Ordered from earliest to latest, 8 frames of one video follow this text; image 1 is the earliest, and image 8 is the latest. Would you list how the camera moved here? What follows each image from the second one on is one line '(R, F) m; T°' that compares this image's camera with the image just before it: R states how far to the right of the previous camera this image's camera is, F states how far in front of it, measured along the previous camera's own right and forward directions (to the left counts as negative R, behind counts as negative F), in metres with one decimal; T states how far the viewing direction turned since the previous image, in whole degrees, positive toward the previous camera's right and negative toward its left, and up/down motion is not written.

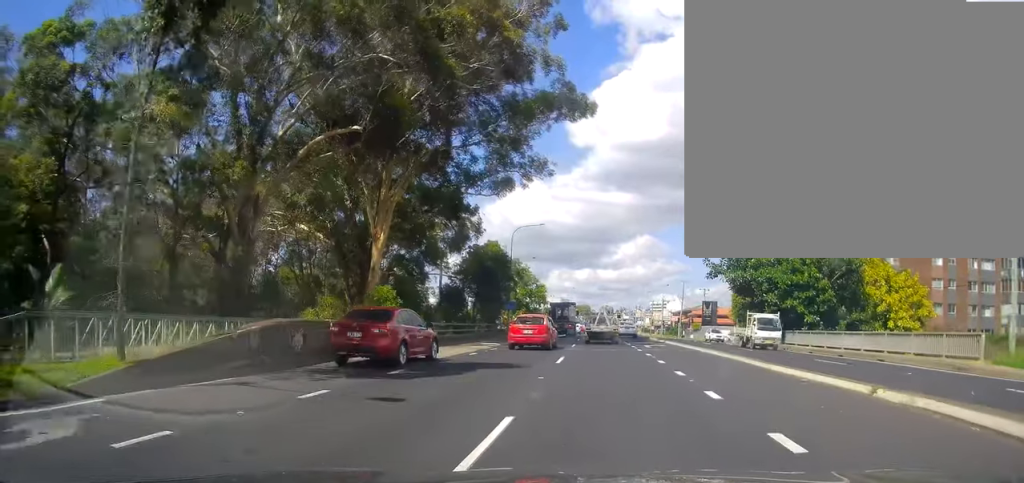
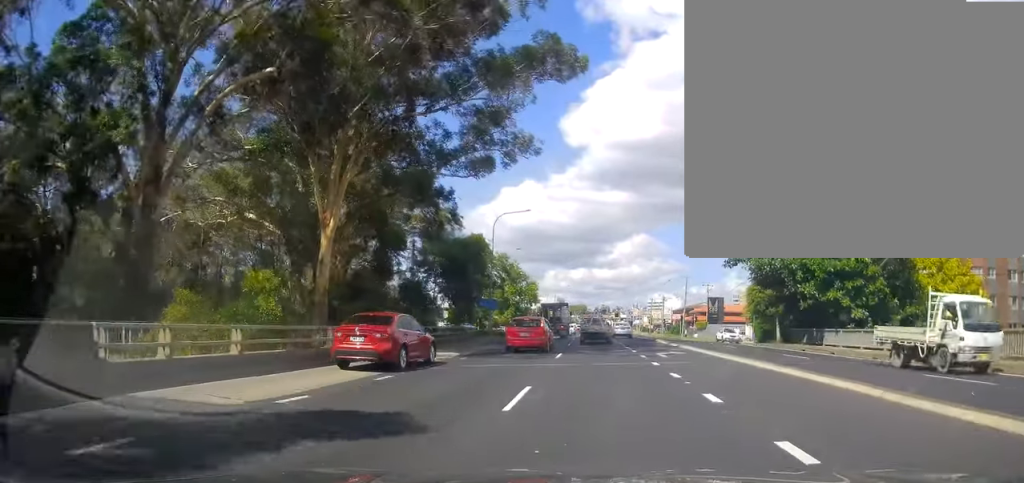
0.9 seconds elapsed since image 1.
(-0.2, +9.0) m; 0°
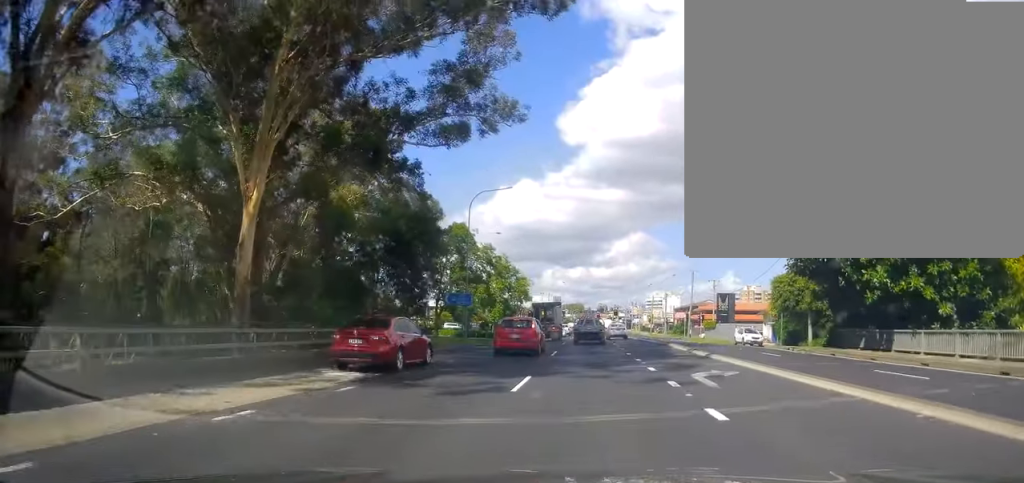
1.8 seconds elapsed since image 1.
(+0.3, +9.7) m; 0°
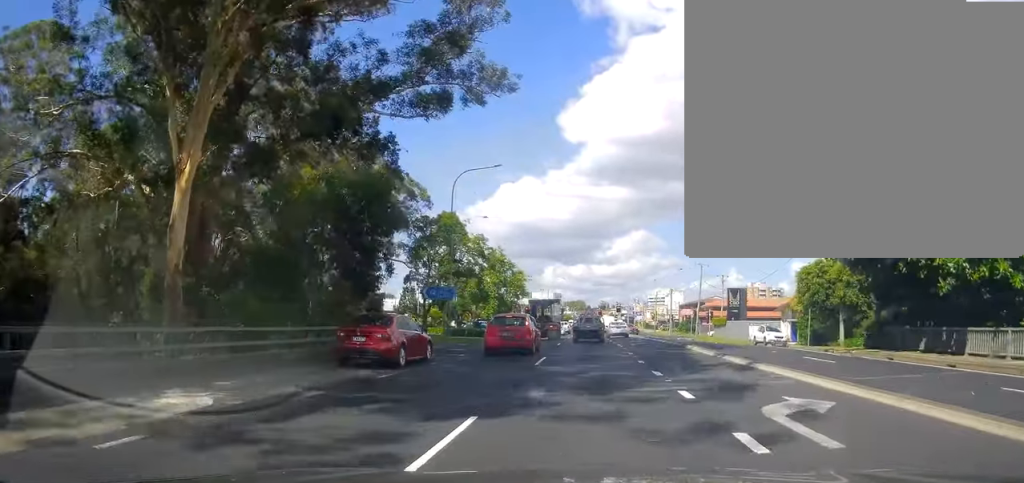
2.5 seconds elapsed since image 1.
(-0.3, +6.1) m; +1°
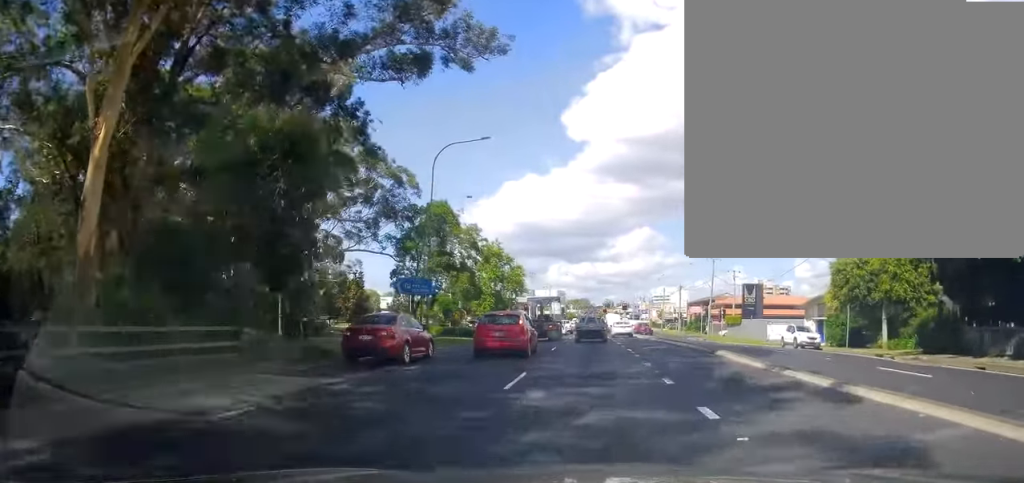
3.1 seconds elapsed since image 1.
(+0.1, +6.0) m; 0°
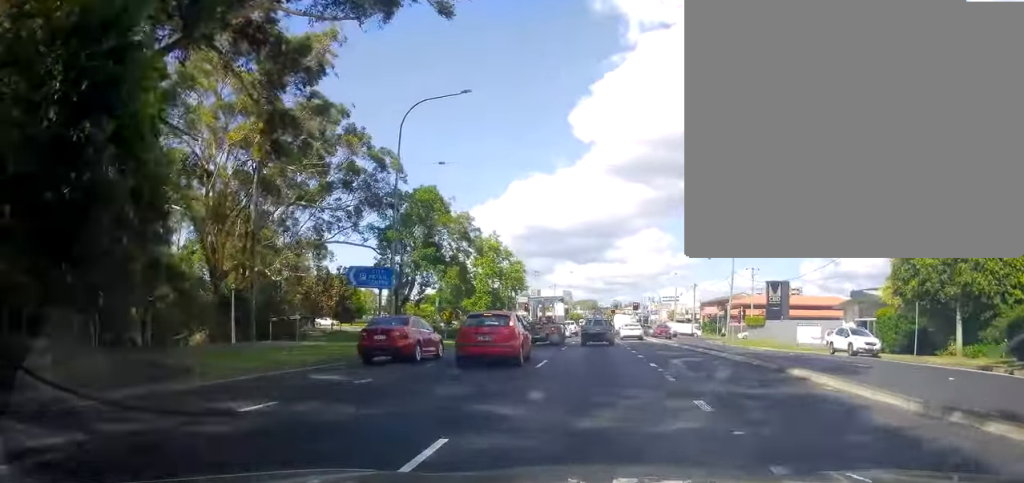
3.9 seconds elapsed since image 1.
(+0.4, +7.4) m; -2°
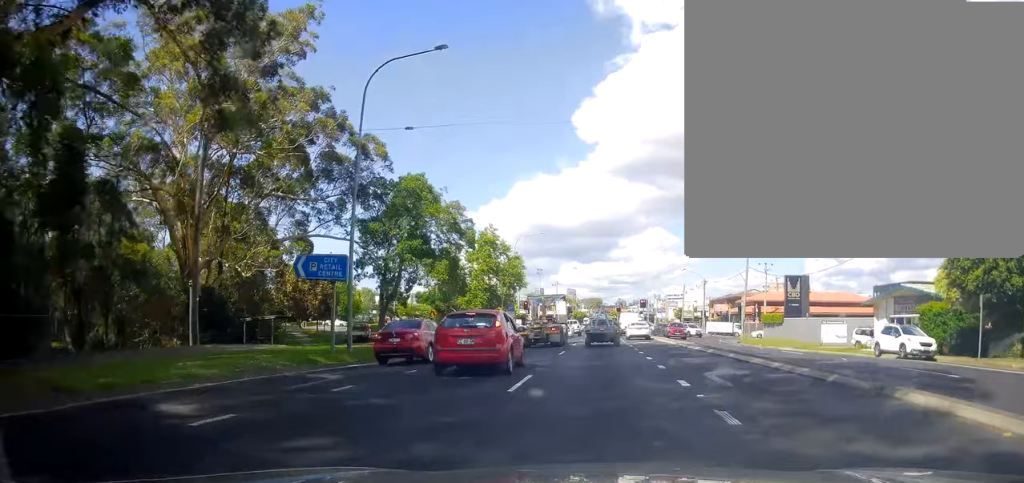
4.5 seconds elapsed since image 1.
(-0.6, +5.1) m; -1°
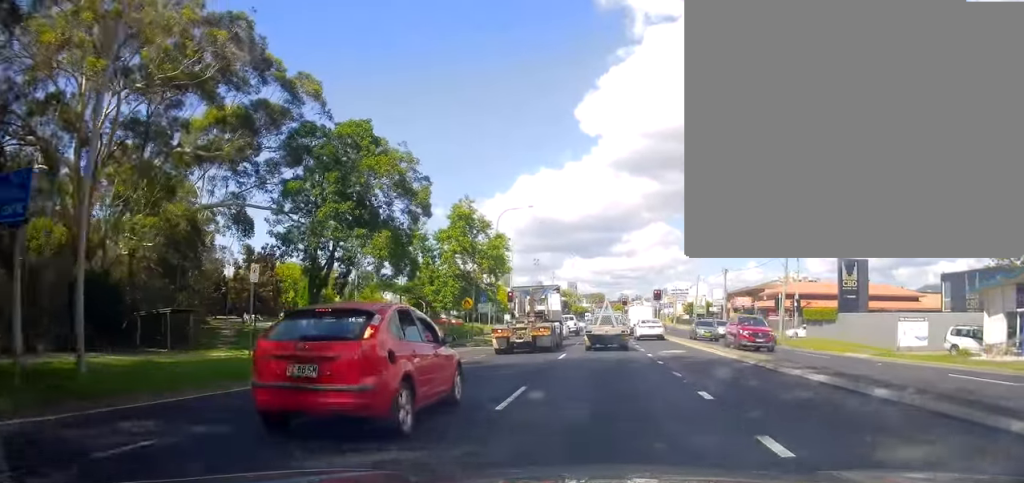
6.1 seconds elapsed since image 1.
(-0.3, +14.0) m; -3°
